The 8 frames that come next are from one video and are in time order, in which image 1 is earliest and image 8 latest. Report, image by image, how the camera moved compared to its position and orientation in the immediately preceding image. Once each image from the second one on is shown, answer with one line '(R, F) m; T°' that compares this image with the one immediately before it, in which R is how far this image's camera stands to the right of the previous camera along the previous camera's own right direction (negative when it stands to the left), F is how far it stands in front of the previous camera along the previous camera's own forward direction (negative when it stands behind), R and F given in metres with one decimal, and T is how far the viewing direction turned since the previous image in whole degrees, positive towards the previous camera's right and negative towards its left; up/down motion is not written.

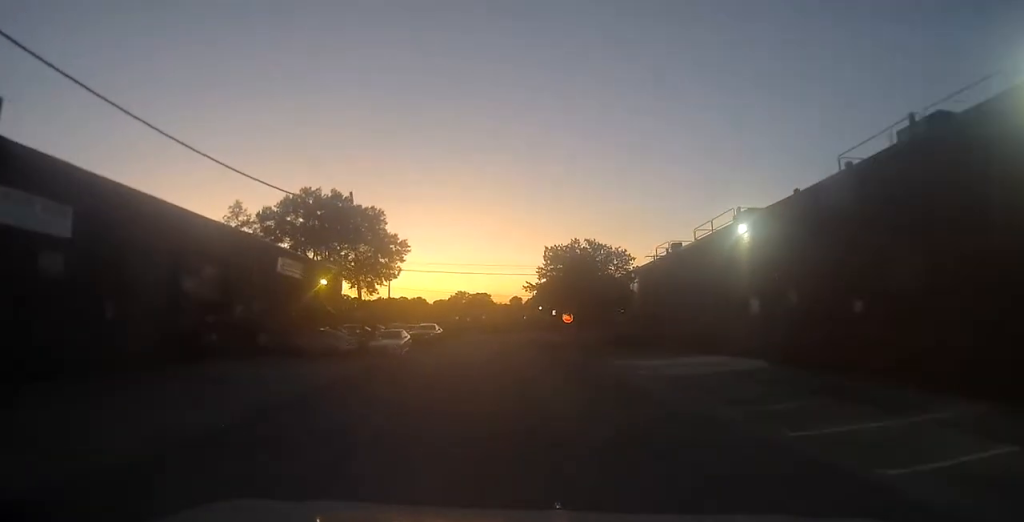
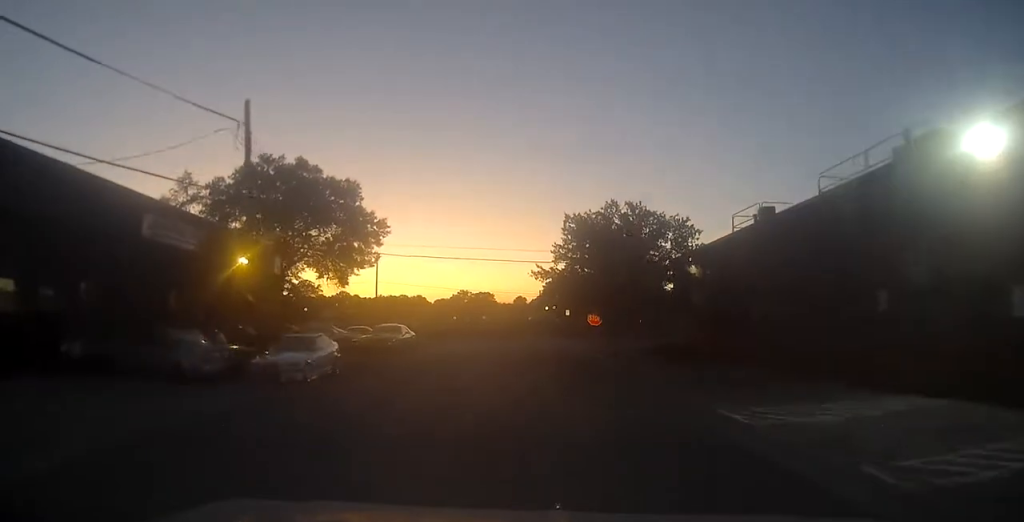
(-0.2, +15.0) m; -2°
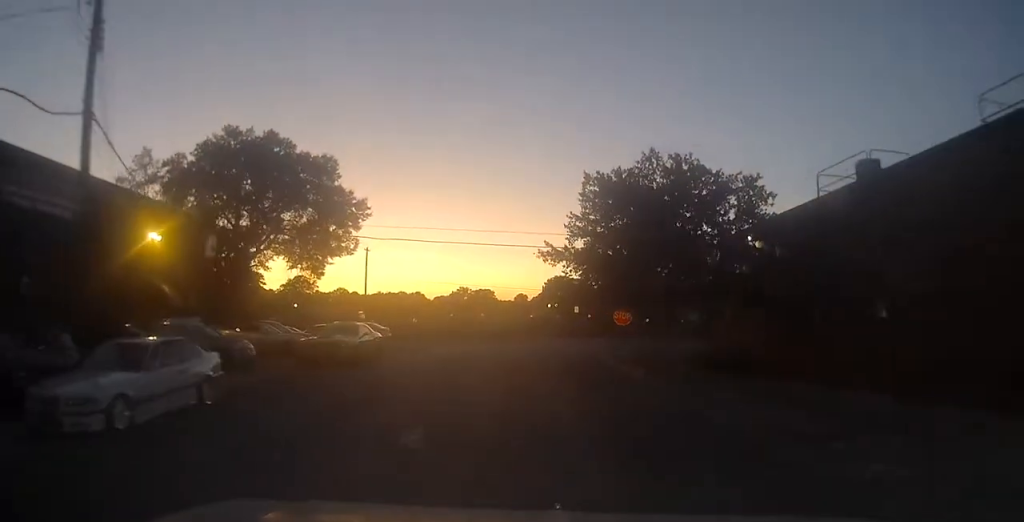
(-0.2, +9.0) m; -1°
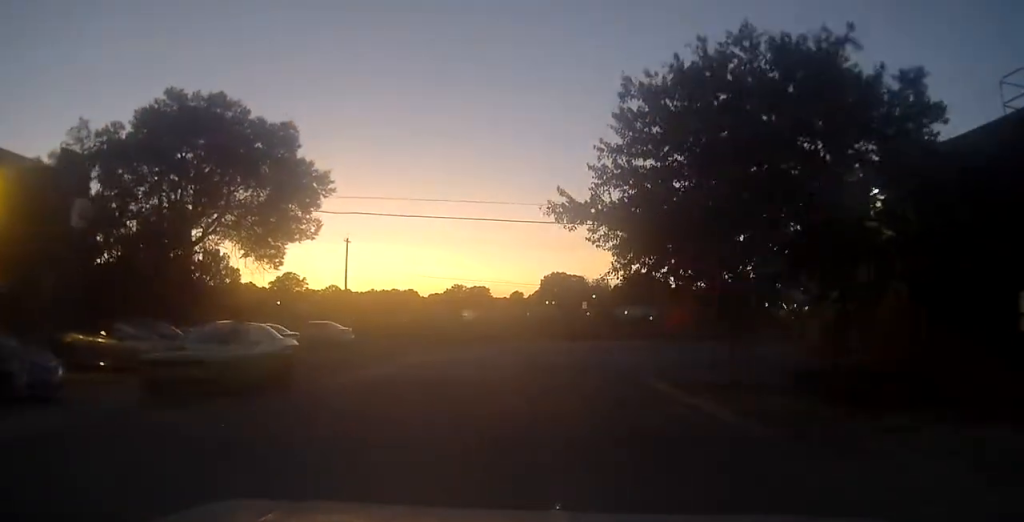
(+0.1, +10.0) m; +1°
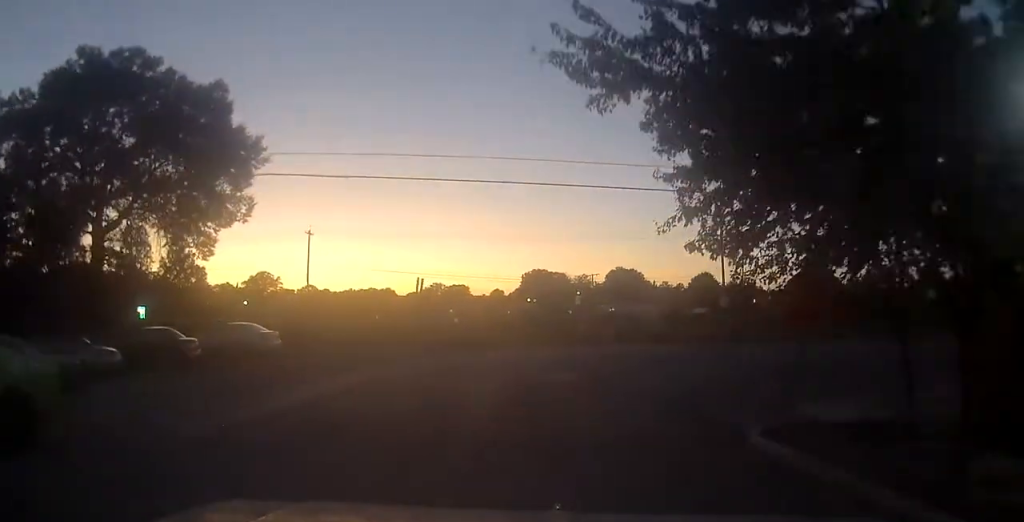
(+0.2, +9.3) m; +2°
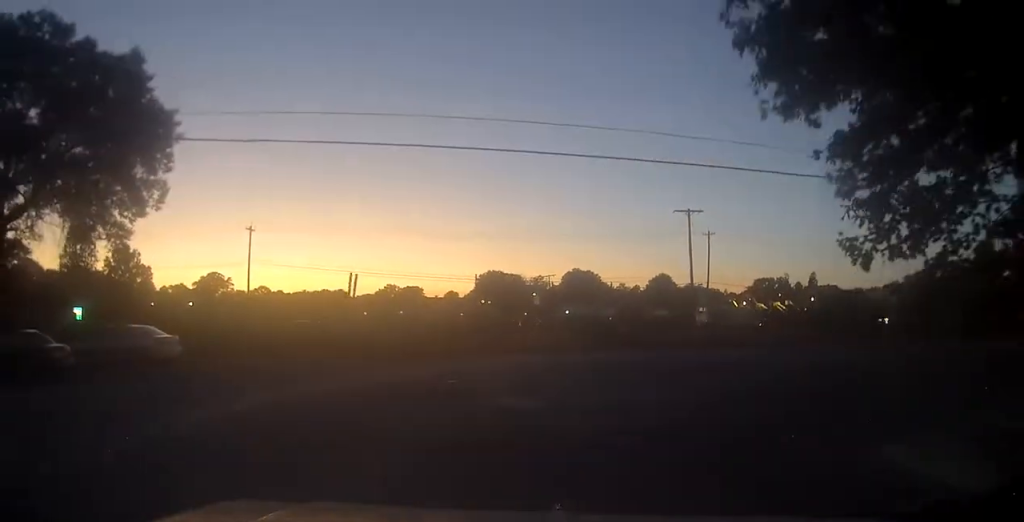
(+0.1, +5.5) m; +2°
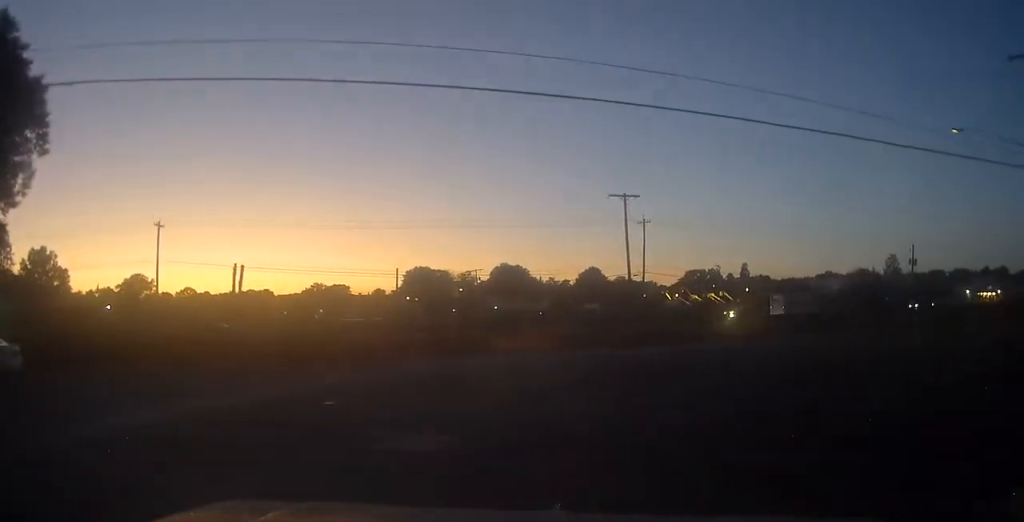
(+0.1, +5.8) m; +5°
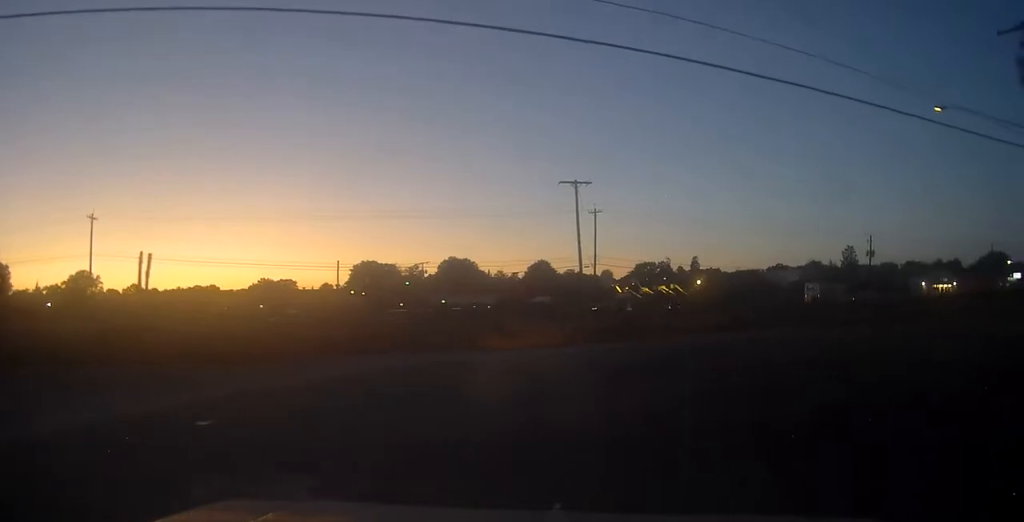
(0.0, +3.5) m; +6°
